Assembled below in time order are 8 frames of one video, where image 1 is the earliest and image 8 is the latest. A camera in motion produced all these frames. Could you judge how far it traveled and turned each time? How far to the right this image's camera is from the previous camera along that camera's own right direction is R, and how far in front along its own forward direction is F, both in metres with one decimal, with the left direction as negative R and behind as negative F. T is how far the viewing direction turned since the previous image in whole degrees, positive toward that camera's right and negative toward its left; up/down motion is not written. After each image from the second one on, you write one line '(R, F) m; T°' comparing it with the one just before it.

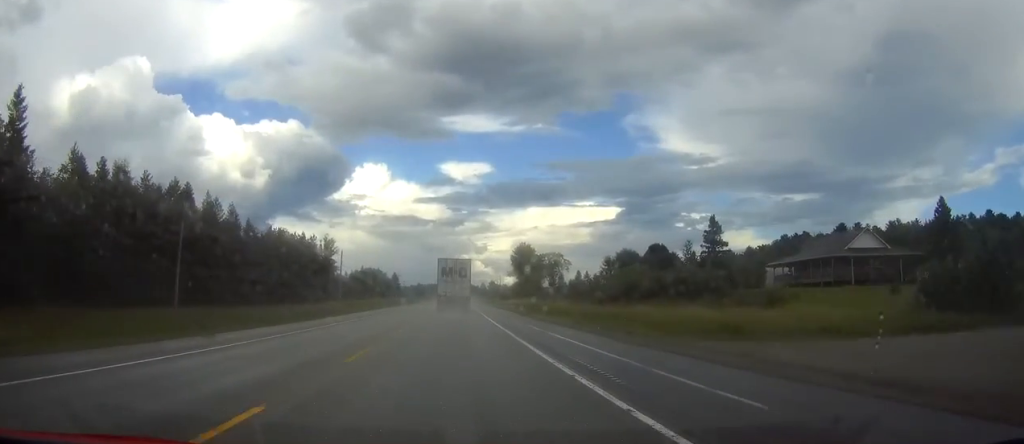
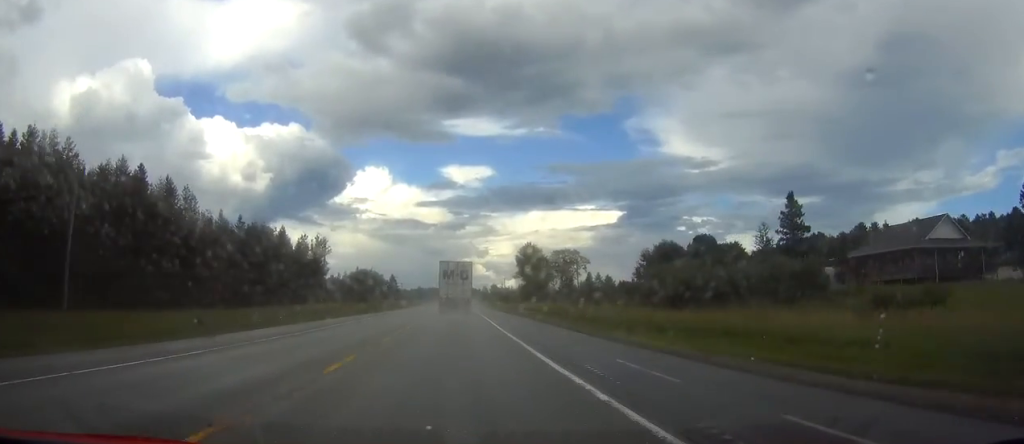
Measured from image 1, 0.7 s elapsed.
(0.0, +19.1) m; 0°
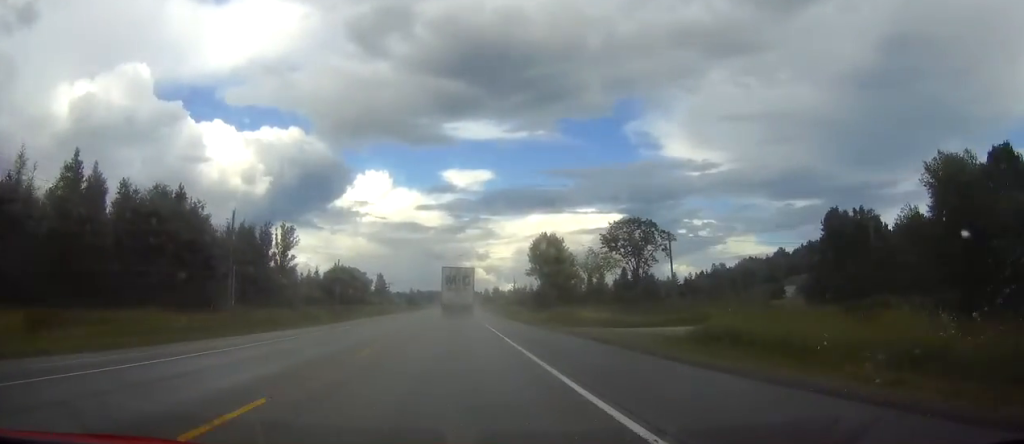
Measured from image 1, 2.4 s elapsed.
(0.0, +50.7) m; 0°
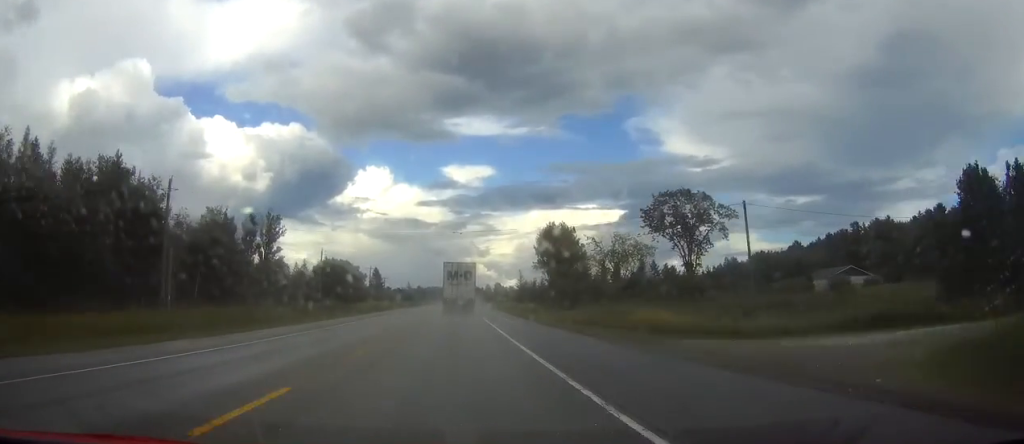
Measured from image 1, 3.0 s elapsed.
(0.0, +17.3) m; 0°
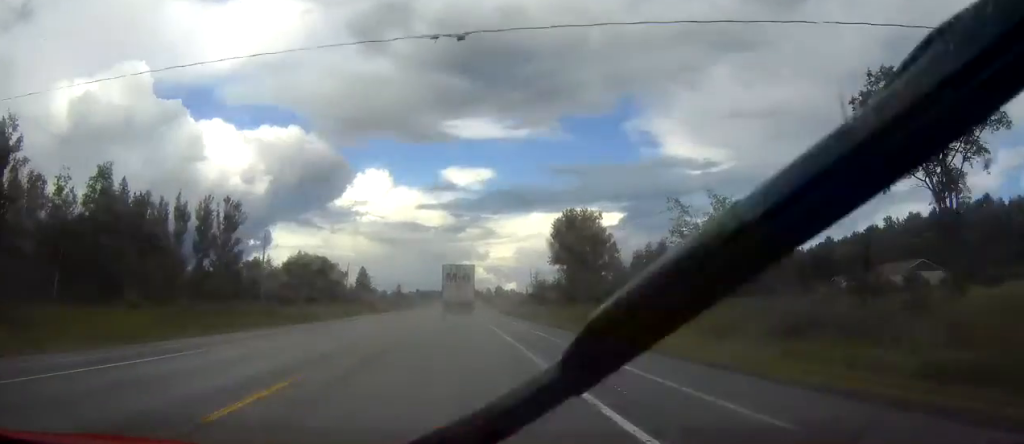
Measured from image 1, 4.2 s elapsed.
(-0.1, +34.6) m; 0°
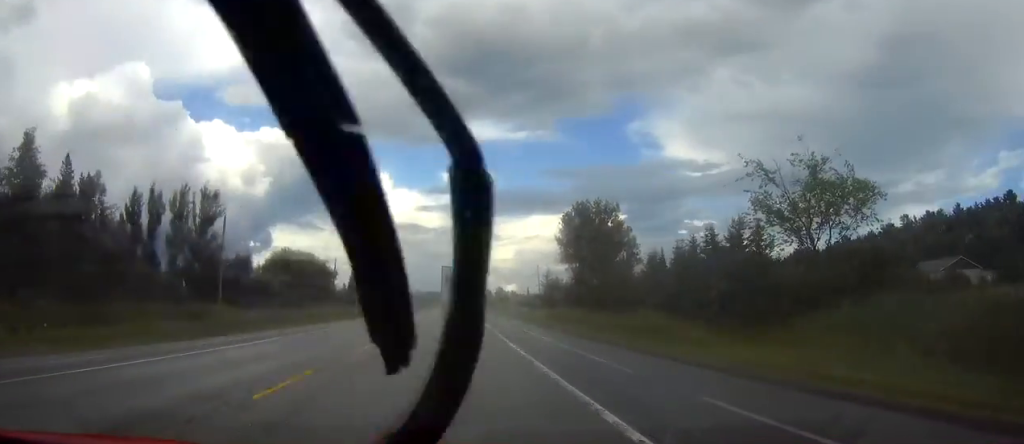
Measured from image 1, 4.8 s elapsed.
(0.0, +15.4) m; 0°
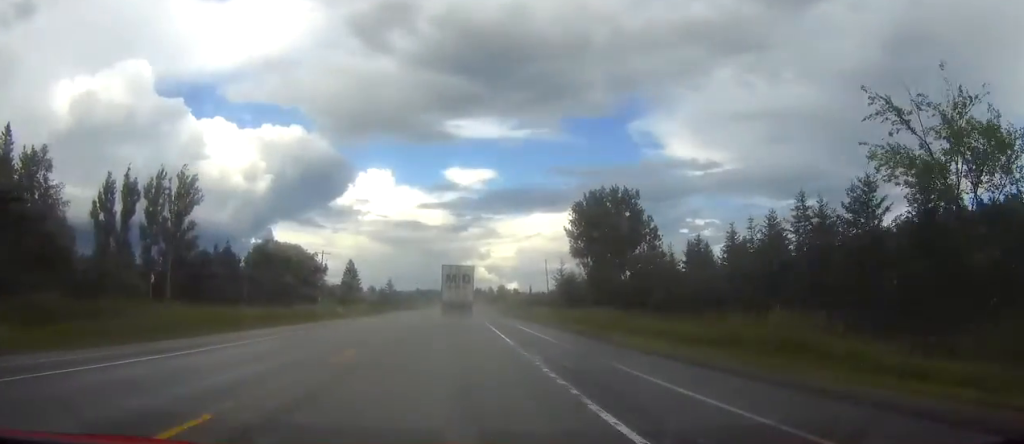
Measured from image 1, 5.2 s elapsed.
(0.0, +13.5) m; 0°
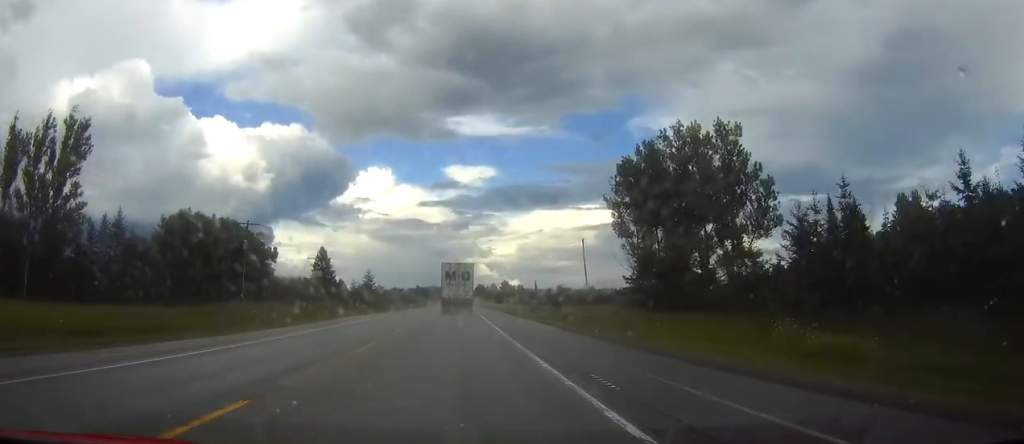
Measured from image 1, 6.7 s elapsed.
(0.0, +43.2) m; 0°
